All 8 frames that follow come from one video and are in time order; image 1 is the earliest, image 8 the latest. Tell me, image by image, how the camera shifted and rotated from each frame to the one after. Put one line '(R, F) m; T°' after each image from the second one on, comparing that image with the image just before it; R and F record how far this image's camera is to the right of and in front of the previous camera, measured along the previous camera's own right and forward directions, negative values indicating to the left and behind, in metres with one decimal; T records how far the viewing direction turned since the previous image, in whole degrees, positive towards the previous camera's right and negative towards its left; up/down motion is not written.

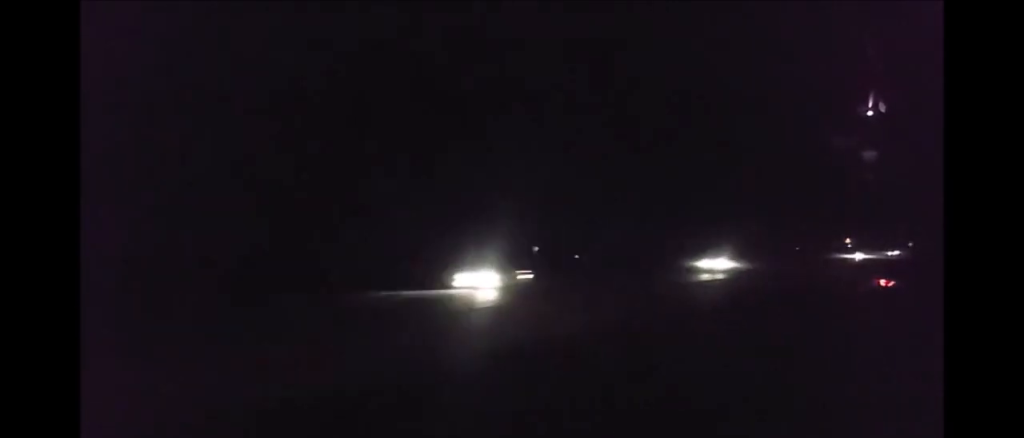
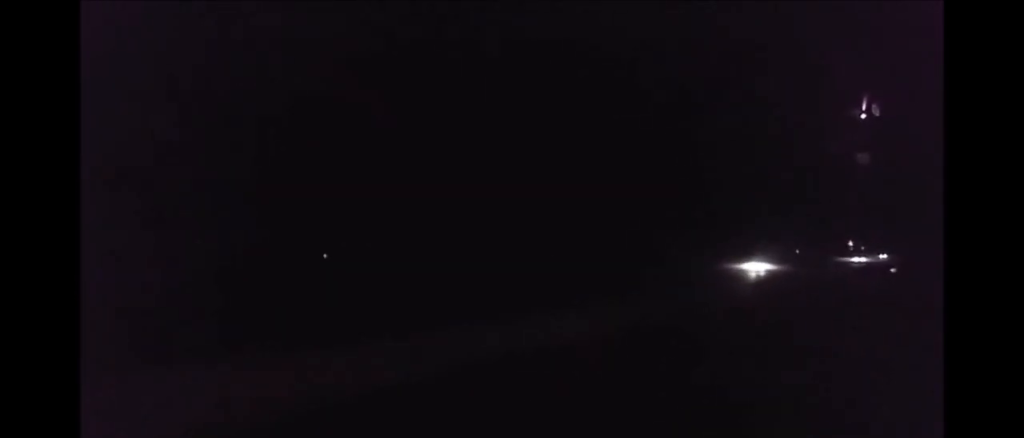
(-0.5, +60.7) m; +1°
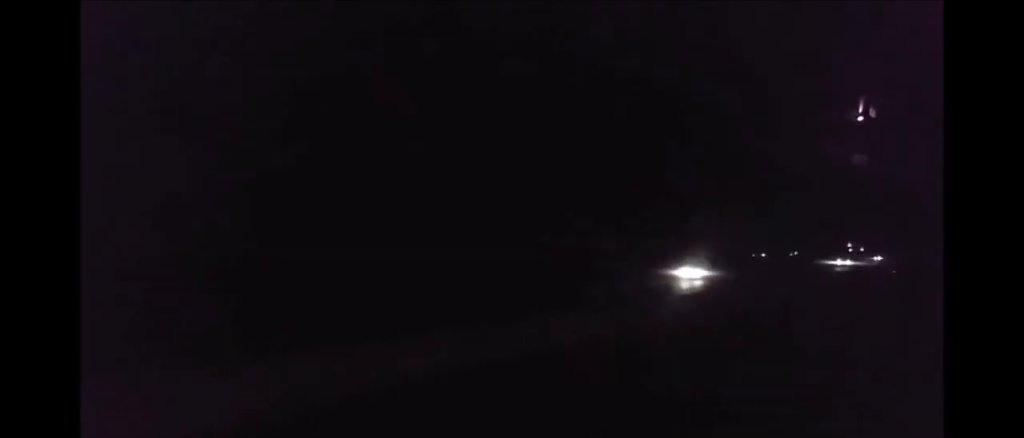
(+0.3, +13.0) m; 0°
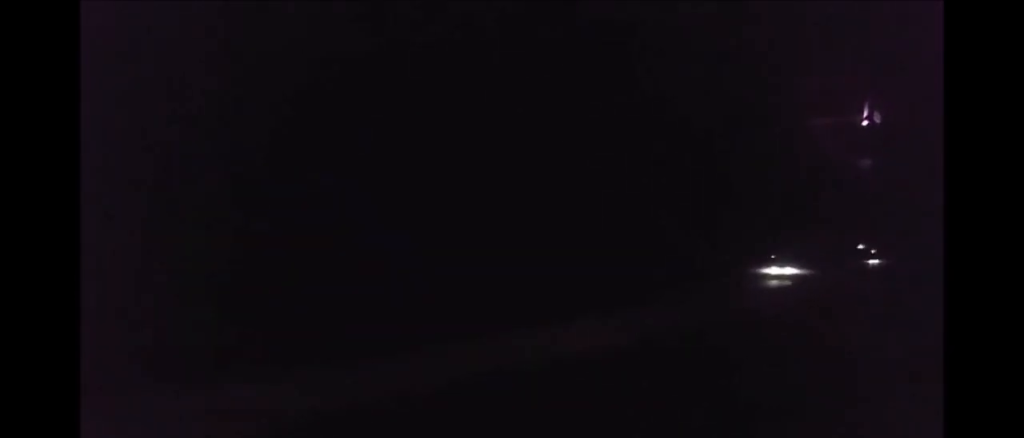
(-0.2, +31.0) m; -1°
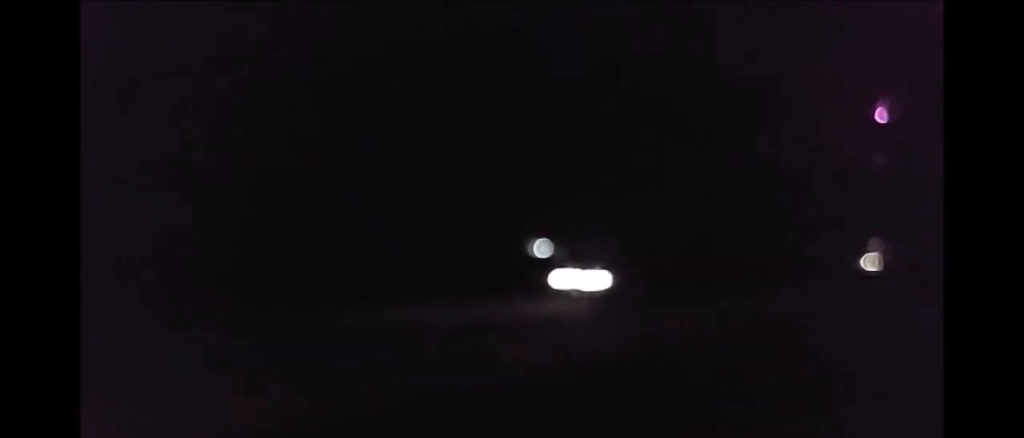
(-0.4, +23.1) m; -1°
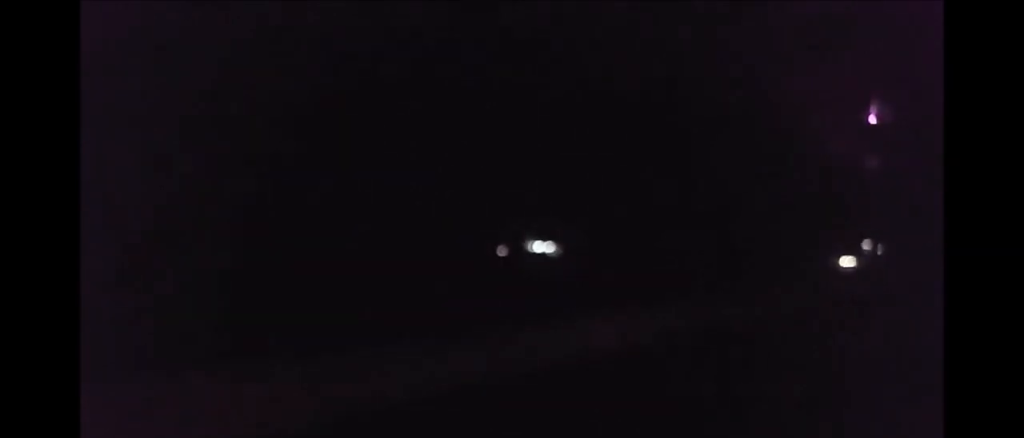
(+0.2, +13.1) m; 0°
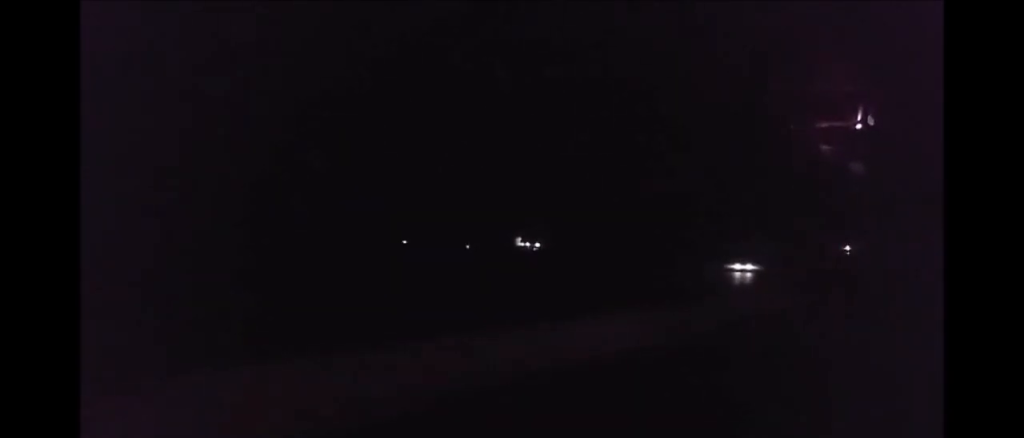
(-0.1, +38.8) m; 0°
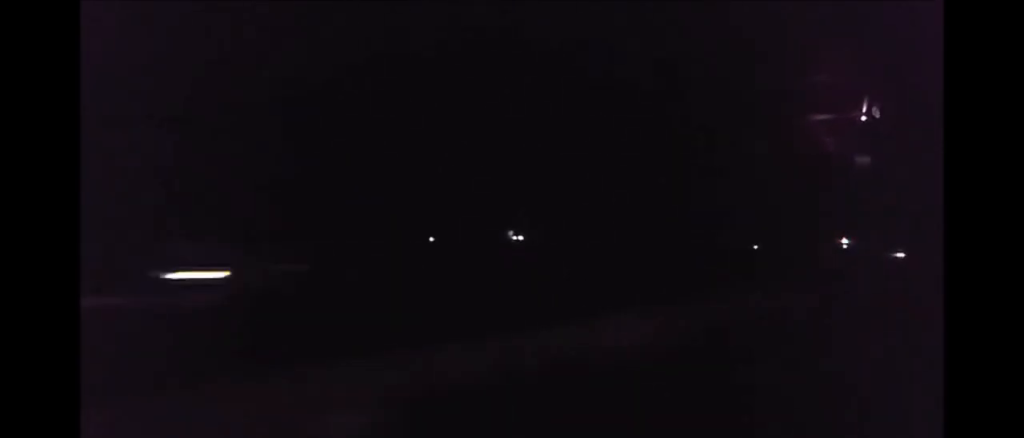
(+0.1, +36.2) m; +1°
